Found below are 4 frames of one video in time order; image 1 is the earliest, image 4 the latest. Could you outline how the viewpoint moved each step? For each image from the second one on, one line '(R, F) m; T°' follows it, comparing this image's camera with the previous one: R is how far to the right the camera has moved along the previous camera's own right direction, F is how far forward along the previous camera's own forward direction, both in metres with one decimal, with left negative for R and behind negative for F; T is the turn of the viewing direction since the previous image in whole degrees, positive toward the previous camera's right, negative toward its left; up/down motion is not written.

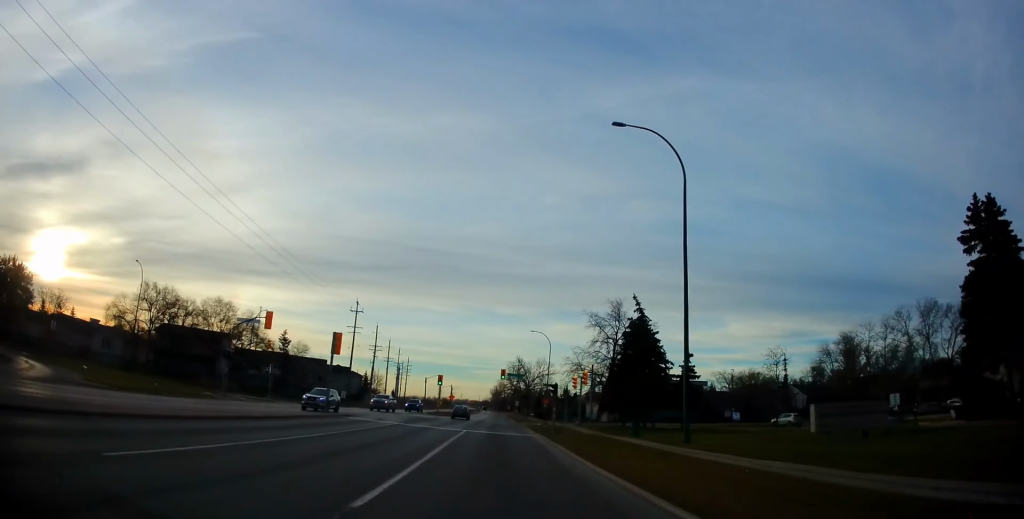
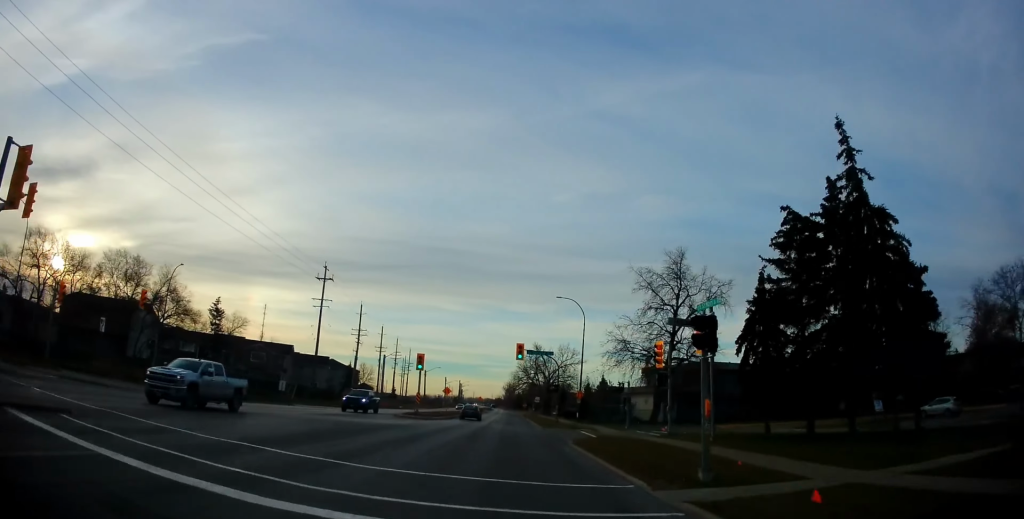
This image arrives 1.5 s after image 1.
(-0.1, +25.7) m; -1°
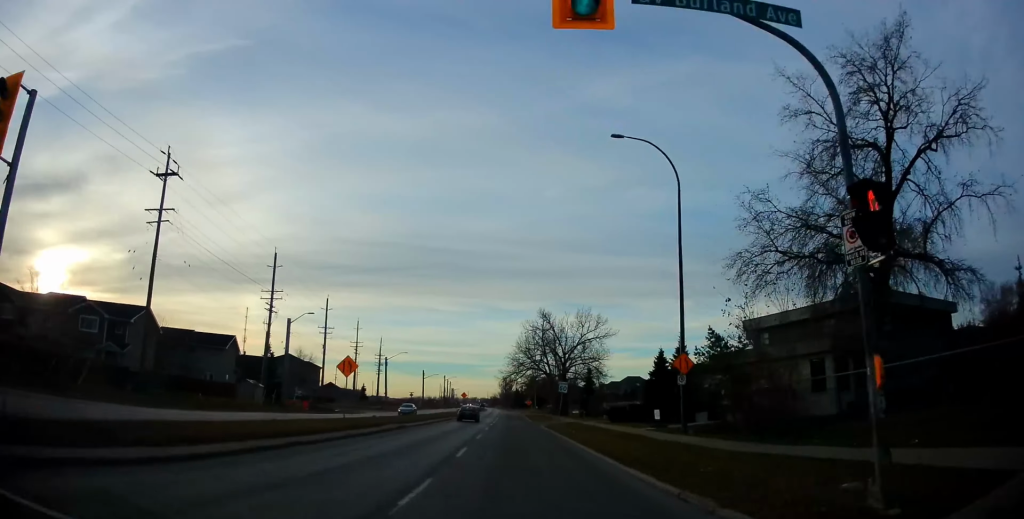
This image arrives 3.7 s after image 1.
(+0.2, +39.4) m; 0°
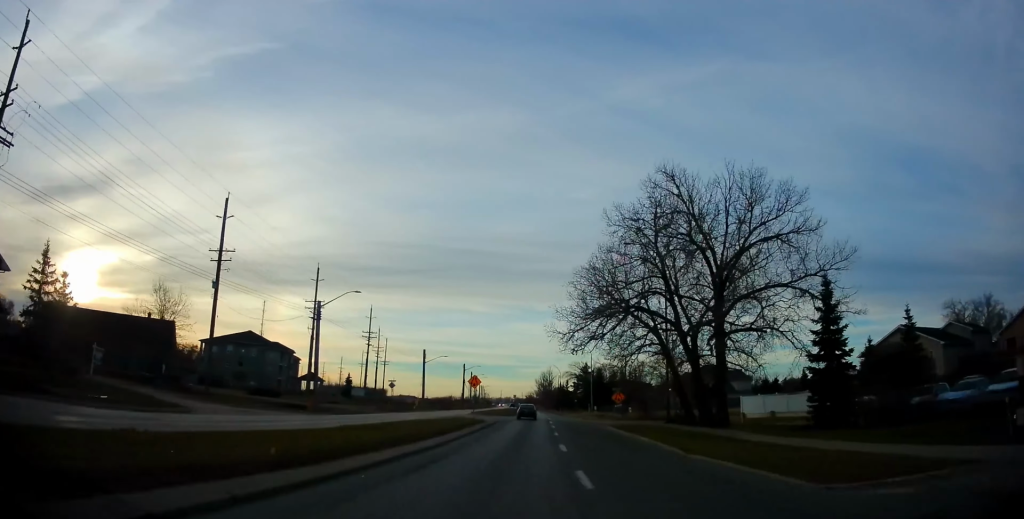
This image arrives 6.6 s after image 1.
(-2.1, +48.9) m; -2°
